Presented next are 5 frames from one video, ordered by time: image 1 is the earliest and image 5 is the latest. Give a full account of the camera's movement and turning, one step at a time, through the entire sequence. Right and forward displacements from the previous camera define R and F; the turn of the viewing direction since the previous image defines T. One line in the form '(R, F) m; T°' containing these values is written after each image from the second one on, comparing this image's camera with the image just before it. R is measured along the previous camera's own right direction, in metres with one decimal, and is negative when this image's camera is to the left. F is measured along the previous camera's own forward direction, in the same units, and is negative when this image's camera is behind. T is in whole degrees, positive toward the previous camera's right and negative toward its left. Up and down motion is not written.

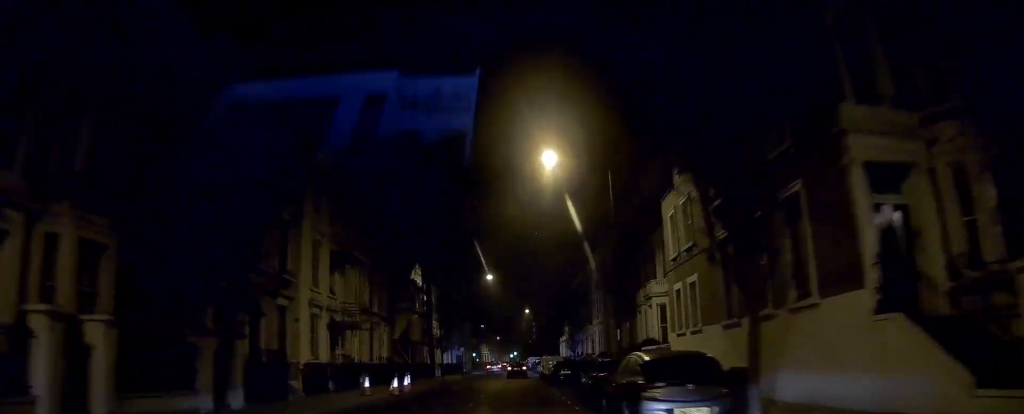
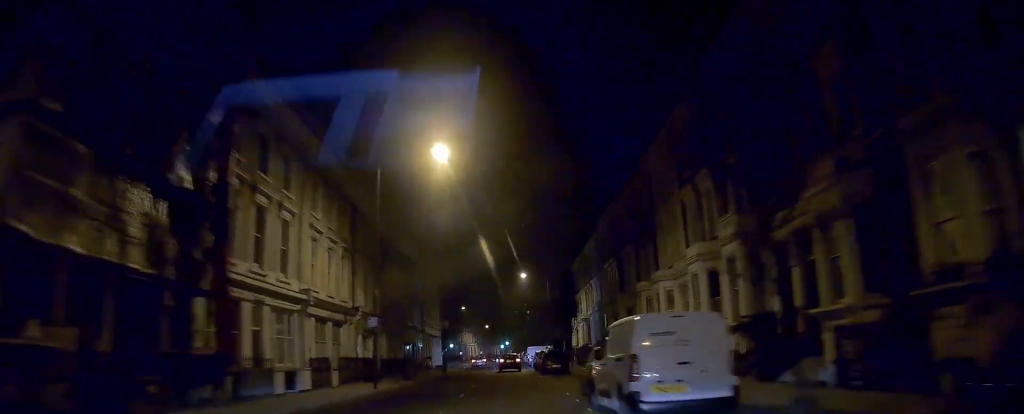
(+0.1, +36.0) m; 0°
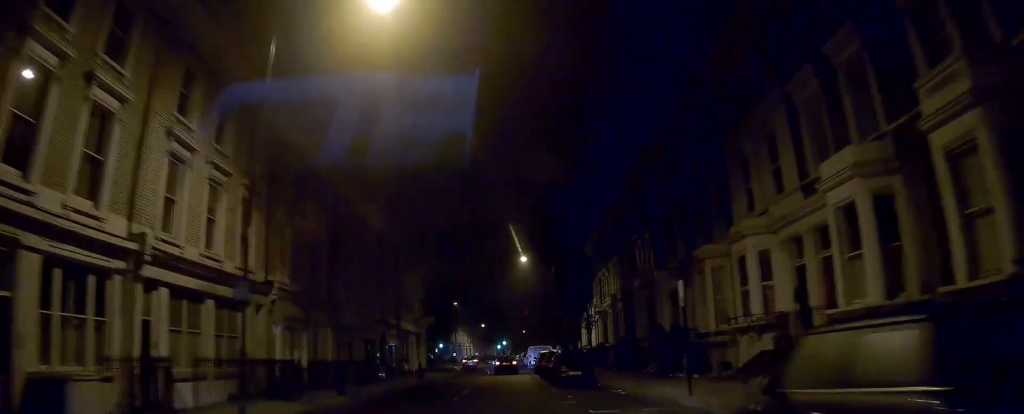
(+0.1, +12.5) m; +1°
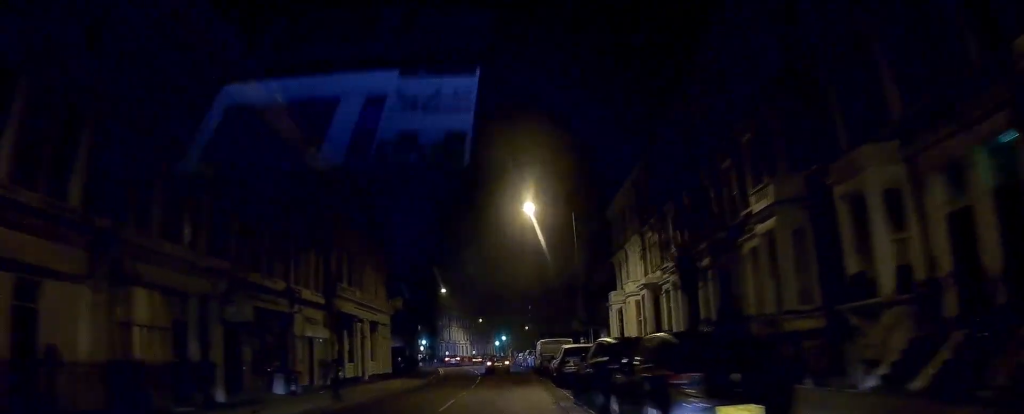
(+0.1, +19.4) m; -1°
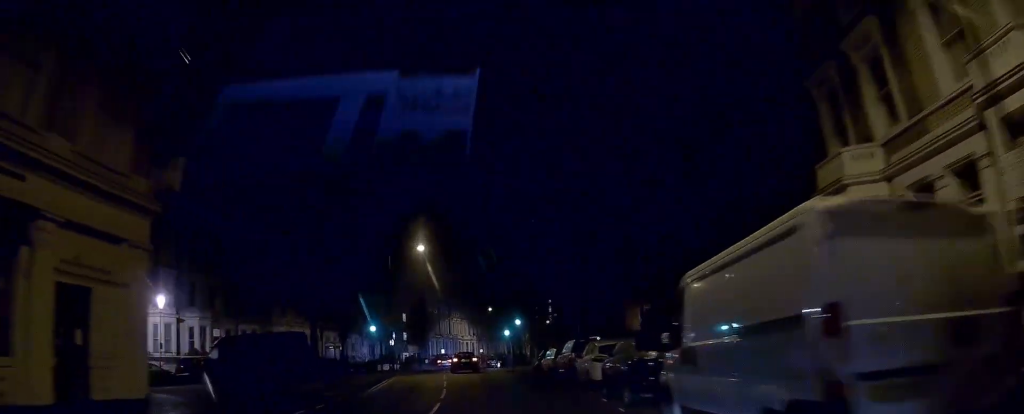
(-0.4, +32.7) m; -1°
